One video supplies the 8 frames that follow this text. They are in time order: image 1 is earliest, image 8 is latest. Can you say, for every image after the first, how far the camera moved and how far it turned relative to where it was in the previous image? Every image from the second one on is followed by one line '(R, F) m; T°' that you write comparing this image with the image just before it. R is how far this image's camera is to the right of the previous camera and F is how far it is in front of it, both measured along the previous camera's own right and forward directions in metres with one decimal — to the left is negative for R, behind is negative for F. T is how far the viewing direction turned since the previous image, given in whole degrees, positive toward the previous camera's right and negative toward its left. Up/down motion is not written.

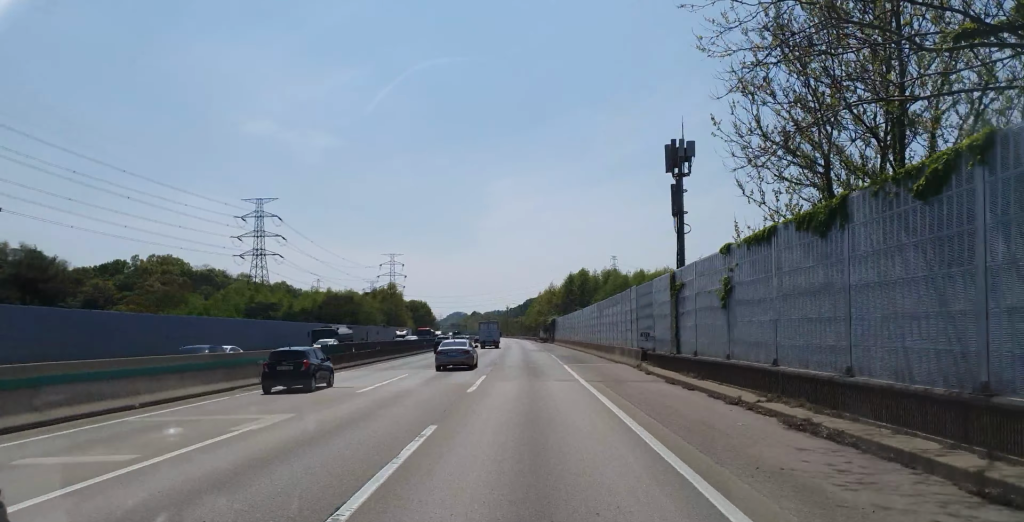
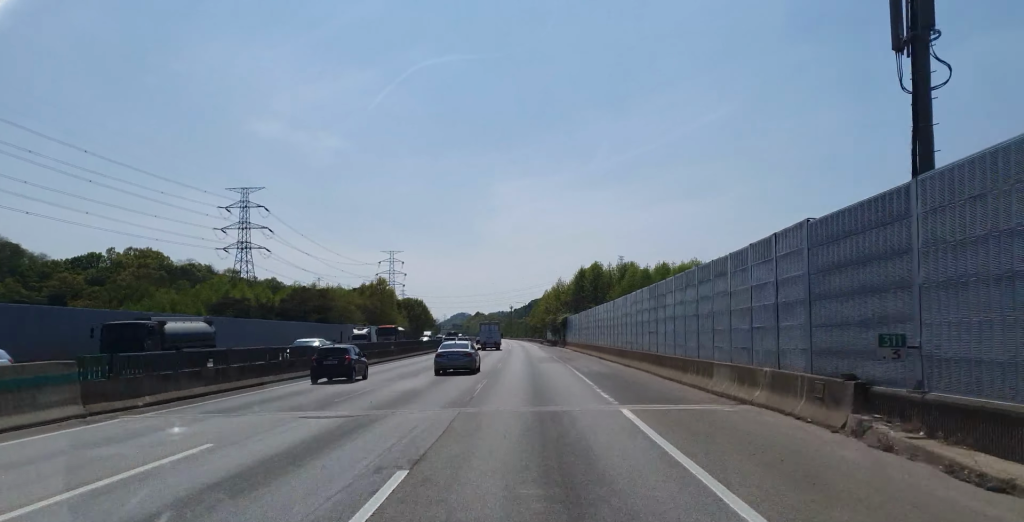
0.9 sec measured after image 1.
(0.0, +23.0) m; 0°
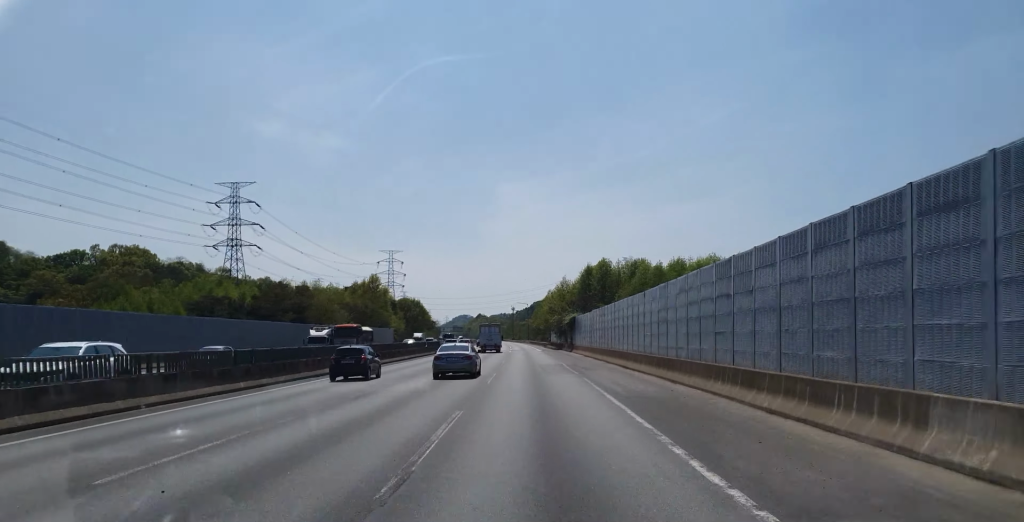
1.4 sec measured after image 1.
(0.0, +11.9) m; 0°
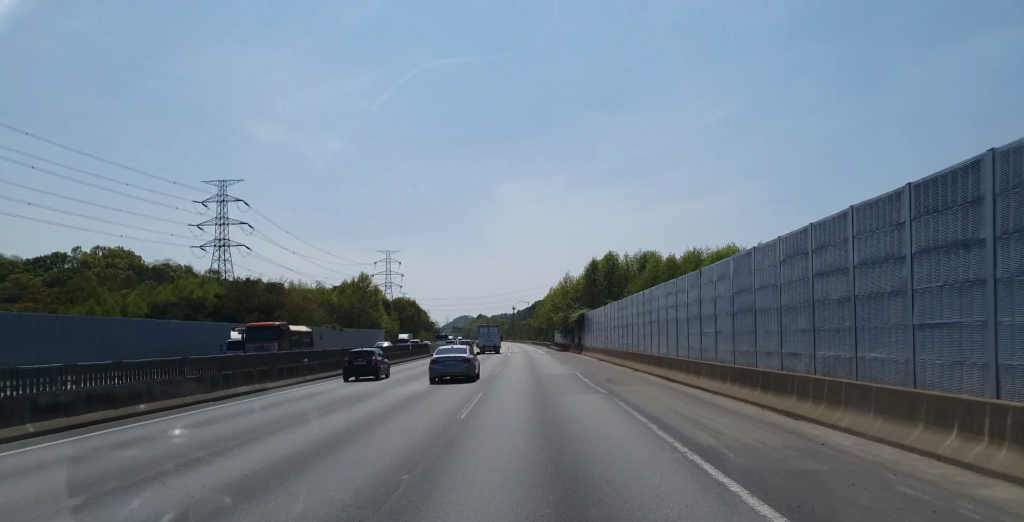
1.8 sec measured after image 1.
(-0.1, +11.9) m; 0°
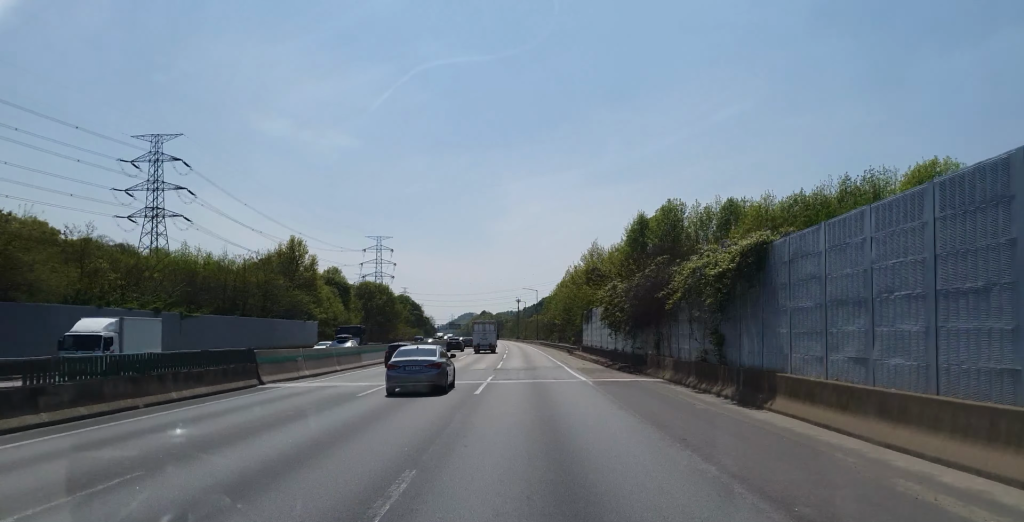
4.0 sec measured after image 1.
(-0.8, +54.6) m; -1°
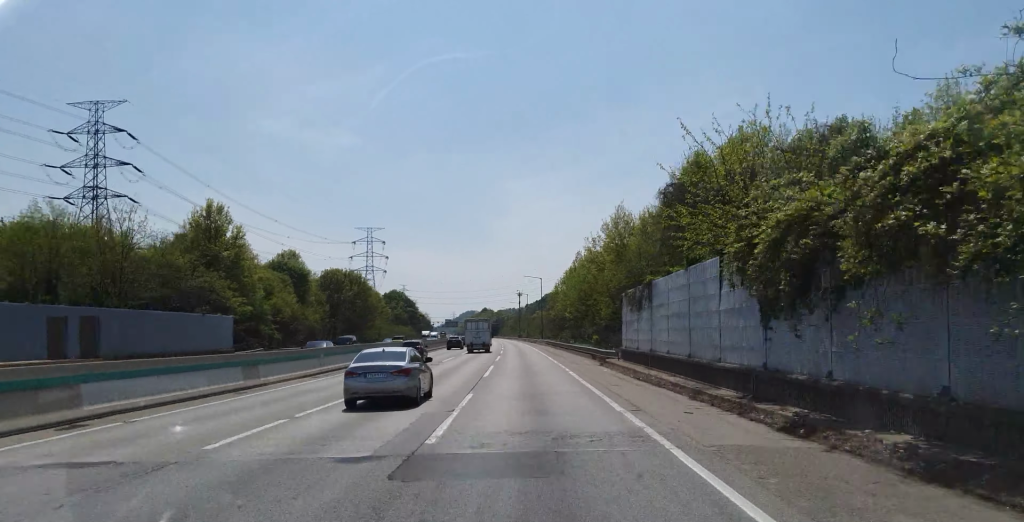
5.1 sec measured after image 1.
(+0.2, +30.0) m; 0°
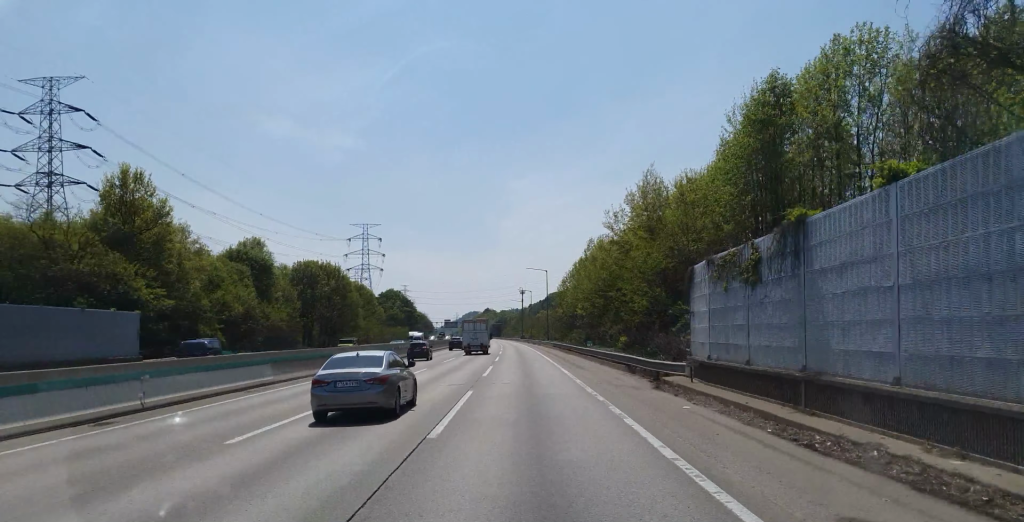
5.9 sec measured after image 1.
(-0.3, +19.2) m; -1°
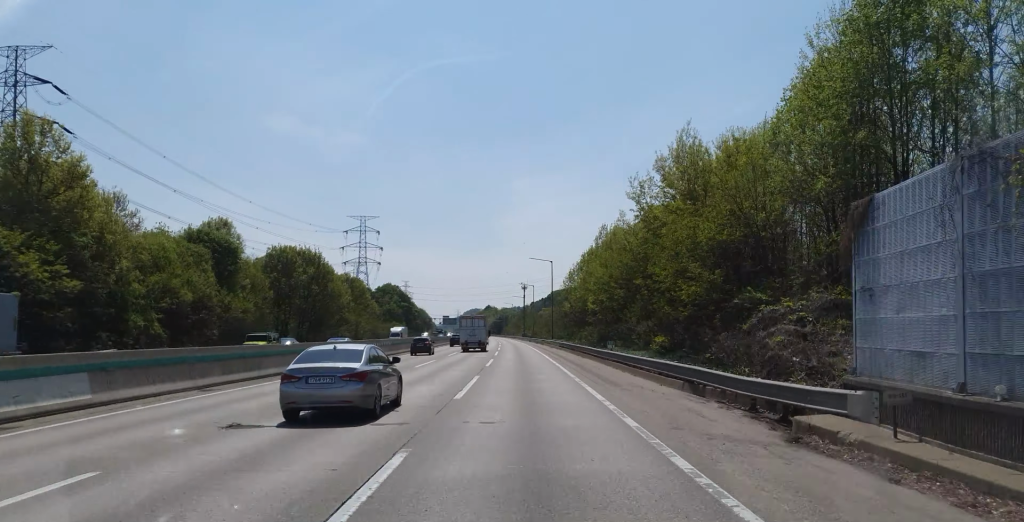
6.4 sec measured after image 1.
(-0.1, +14.0) m; -1°
